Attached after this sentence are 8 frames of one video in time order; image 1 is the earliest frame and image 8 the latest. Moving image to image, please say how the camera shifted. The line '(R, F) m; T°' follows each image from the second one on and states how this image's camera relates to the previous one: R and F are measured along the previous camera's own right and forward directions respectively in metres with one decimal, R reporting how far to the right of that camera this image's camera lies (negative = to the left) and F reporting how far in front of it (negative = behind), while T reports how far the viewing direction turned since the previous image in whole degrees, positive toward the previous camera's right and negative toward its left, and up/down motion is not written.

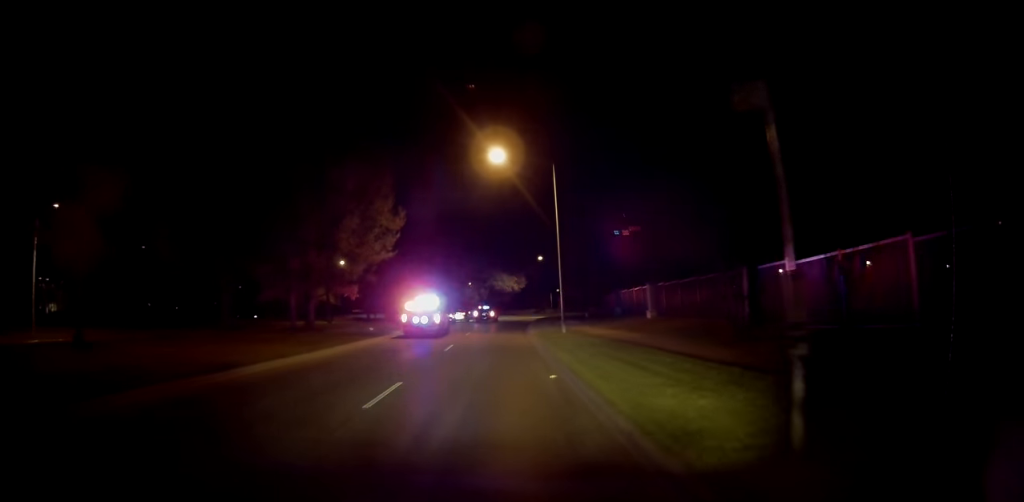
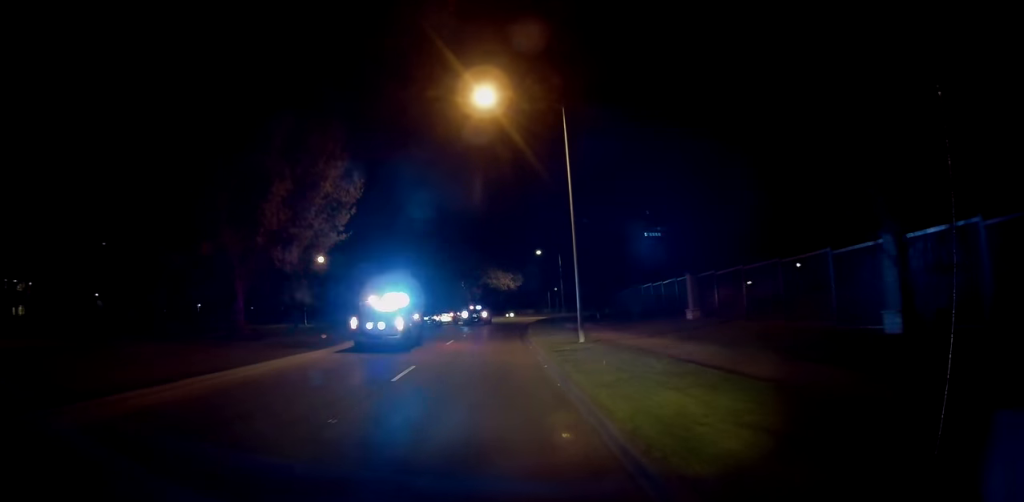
(-0.1, +9.2) m; 0°
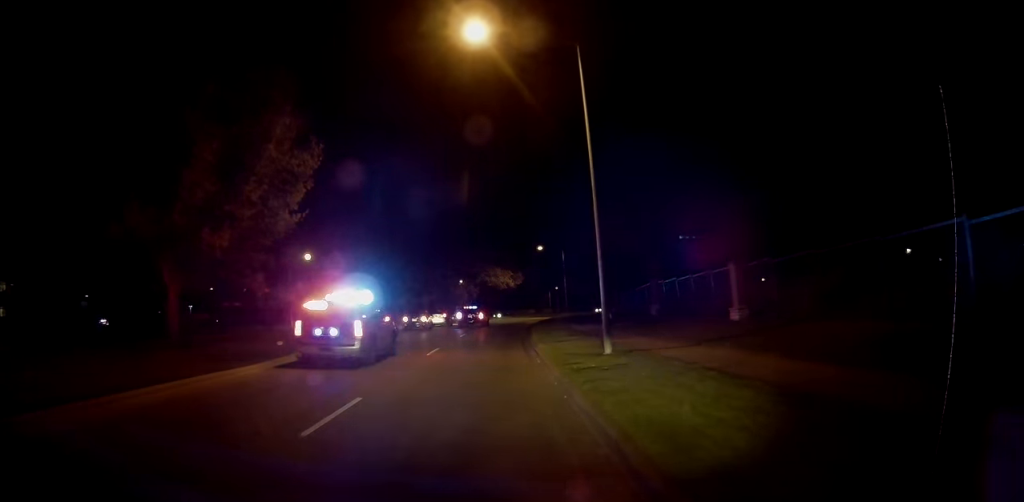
(0.0, +5.7) m; -1°
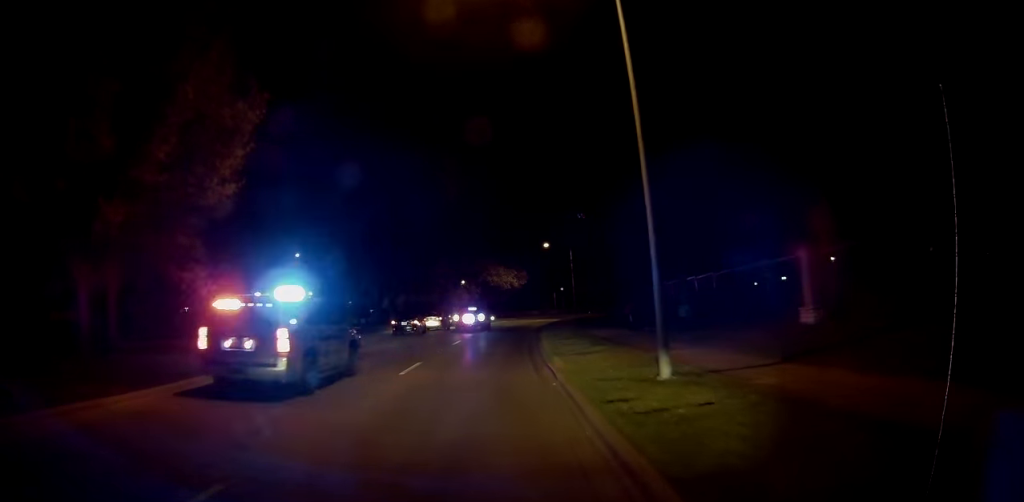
(-0.1, +5.4) m; -1°
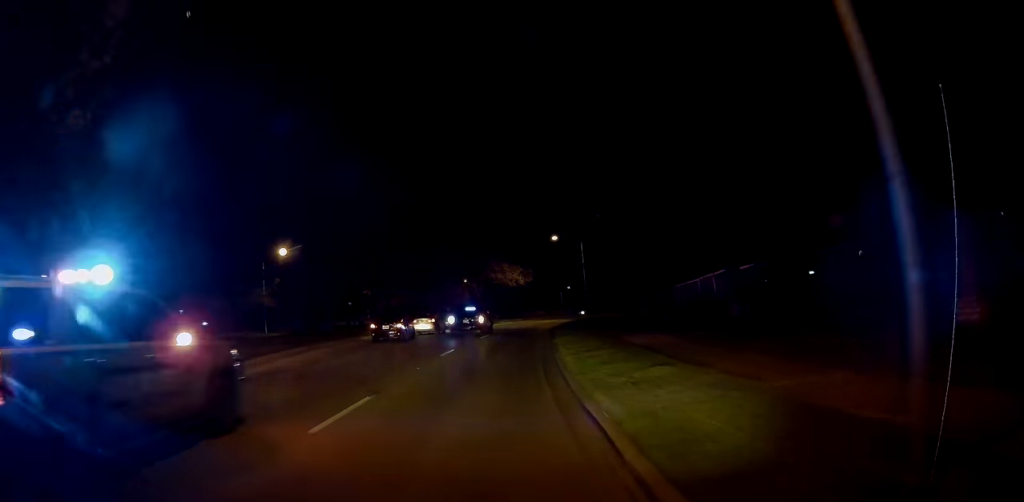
(0.0, +6.7) m; 0°
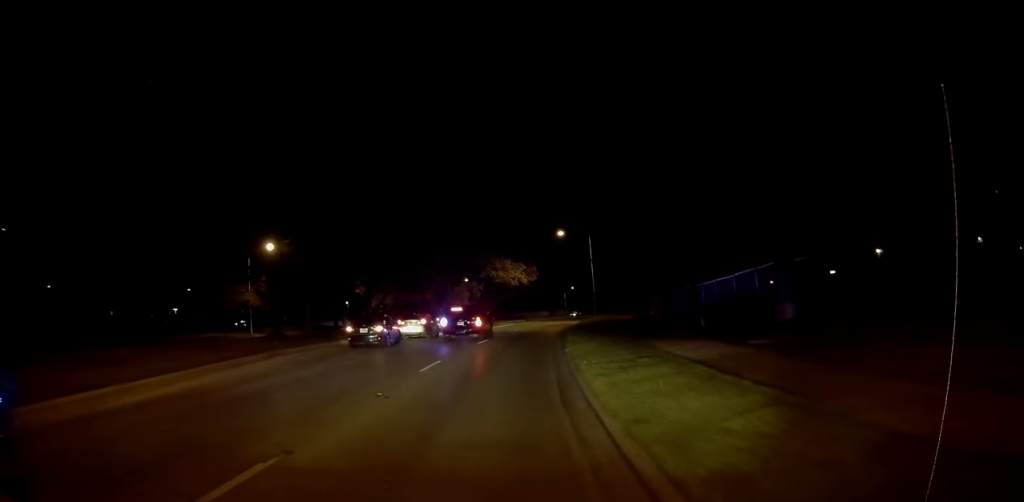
(0.0, +4.8) m; 0°
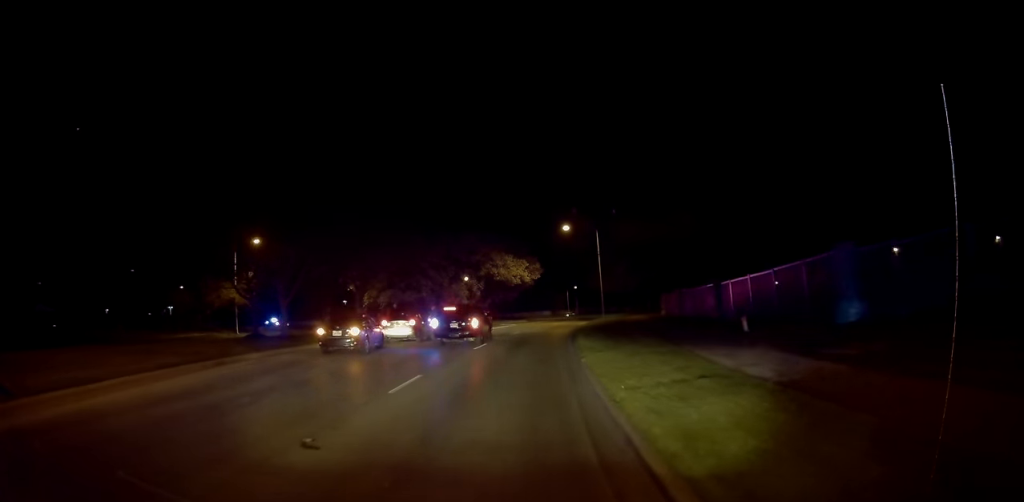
(0.0, +4.1) m; 0°
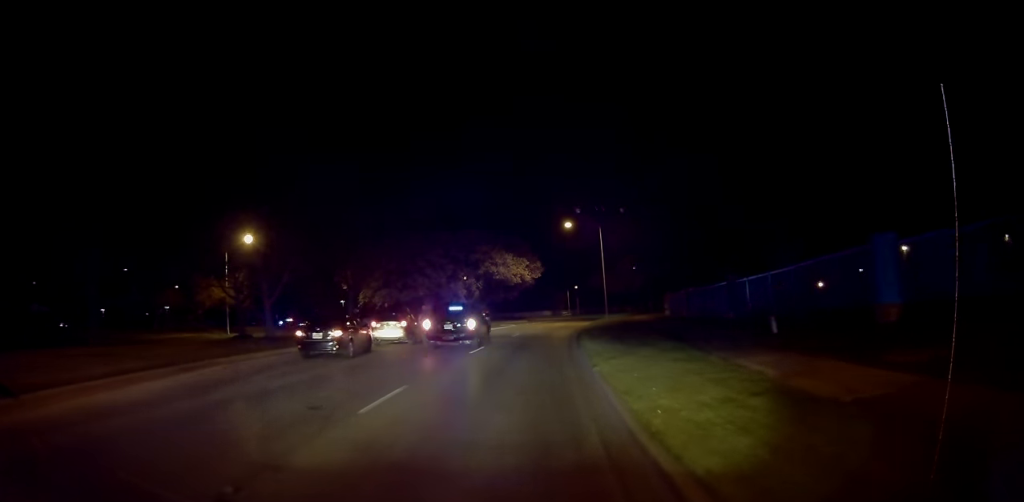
(0.0, +2.2) m; 0°
